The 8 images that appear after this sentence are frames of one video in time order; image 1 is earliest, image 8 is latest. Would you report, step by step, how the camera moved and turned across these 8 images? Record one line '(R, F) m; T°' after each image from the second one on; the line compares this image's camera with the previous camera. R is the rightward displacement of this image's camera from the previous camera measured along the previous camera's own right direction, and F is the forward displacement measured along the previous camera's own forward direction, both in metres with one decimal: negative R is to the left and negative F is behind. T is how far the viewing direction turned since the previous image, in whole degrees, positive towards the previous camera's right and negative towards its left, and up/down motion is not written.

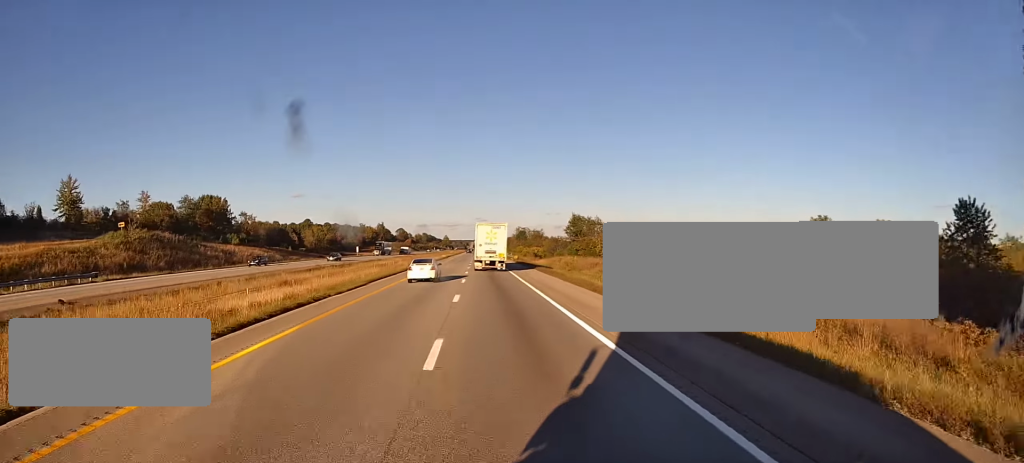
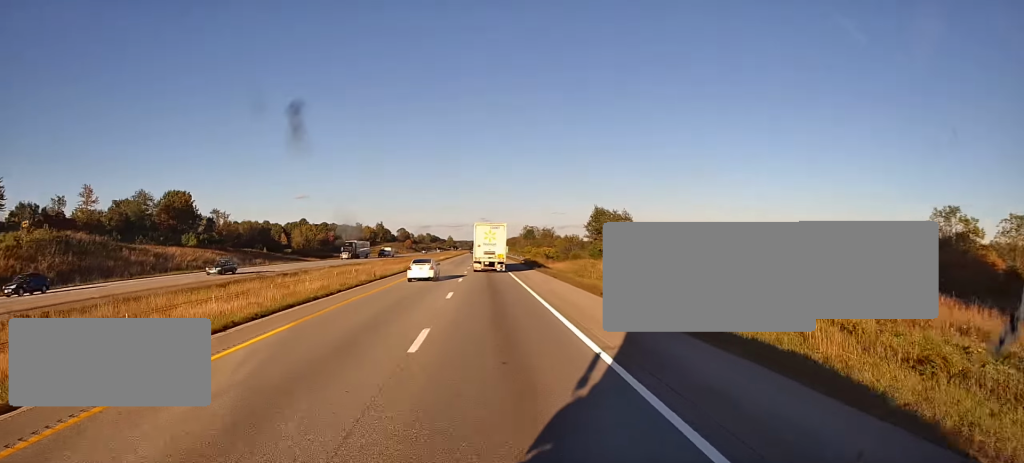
(-0.5, +23.0) m; 0°
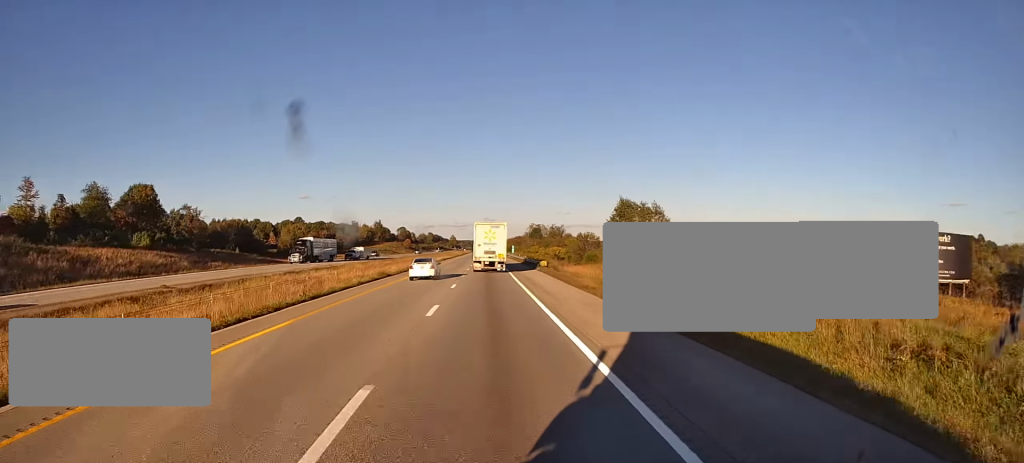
(+0.6, +18.9) m; 0°
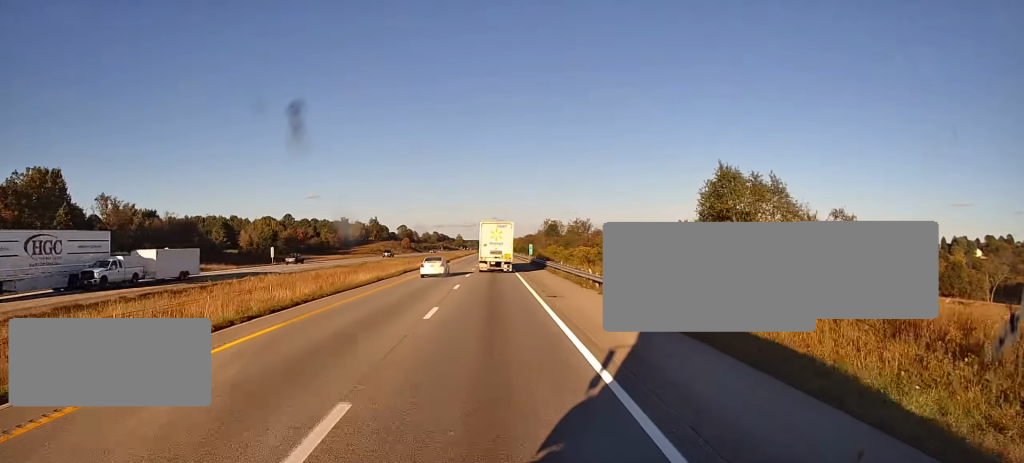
(-0.1, +38.1) m; -1°
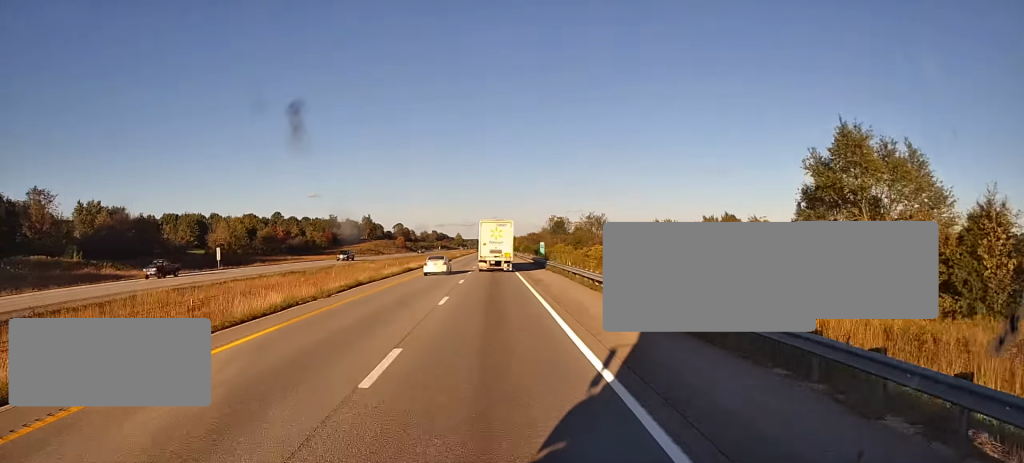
(-0.1, +20.3) m; -1°
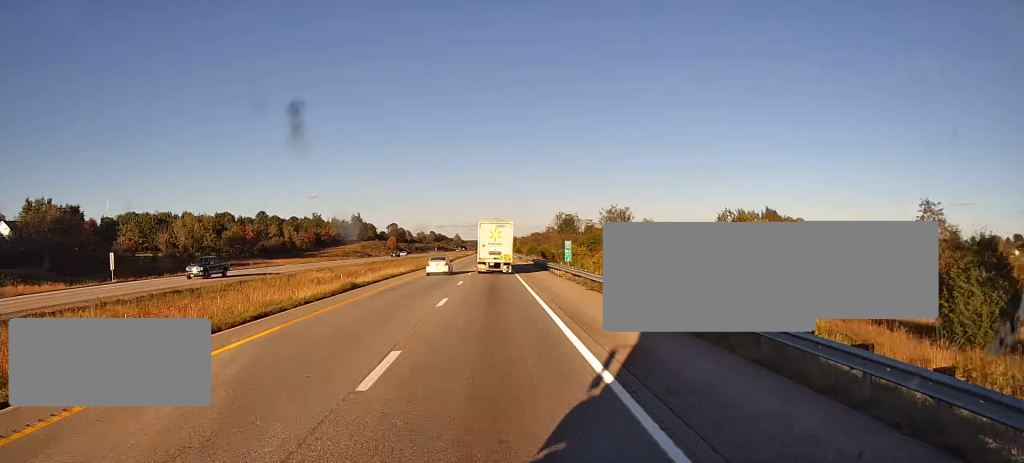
(-0.2, +24.3) m; 0°
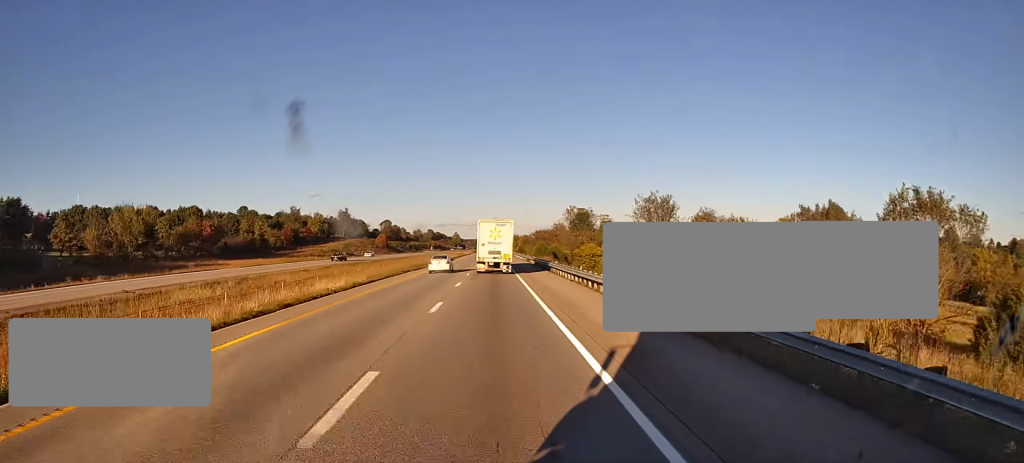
(-0.2, +26.2) m; 0°
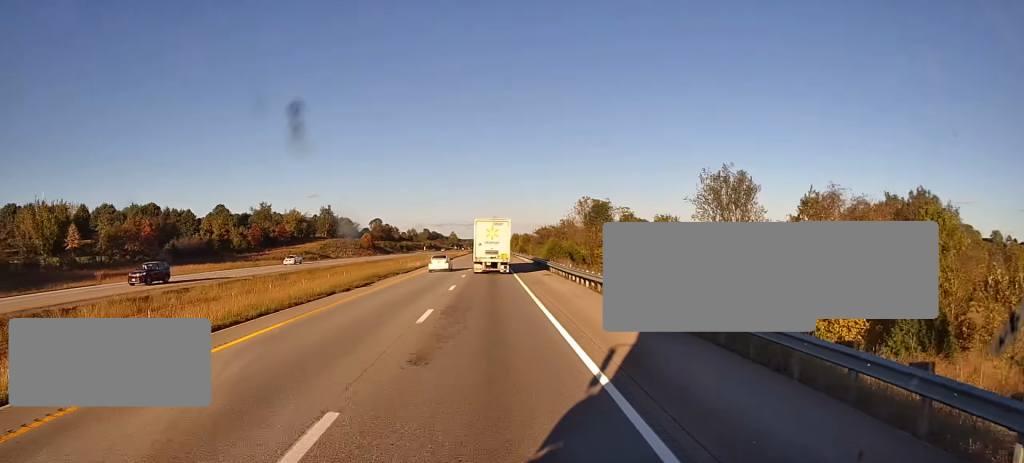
(+0.4, +26.3) m; 0°
